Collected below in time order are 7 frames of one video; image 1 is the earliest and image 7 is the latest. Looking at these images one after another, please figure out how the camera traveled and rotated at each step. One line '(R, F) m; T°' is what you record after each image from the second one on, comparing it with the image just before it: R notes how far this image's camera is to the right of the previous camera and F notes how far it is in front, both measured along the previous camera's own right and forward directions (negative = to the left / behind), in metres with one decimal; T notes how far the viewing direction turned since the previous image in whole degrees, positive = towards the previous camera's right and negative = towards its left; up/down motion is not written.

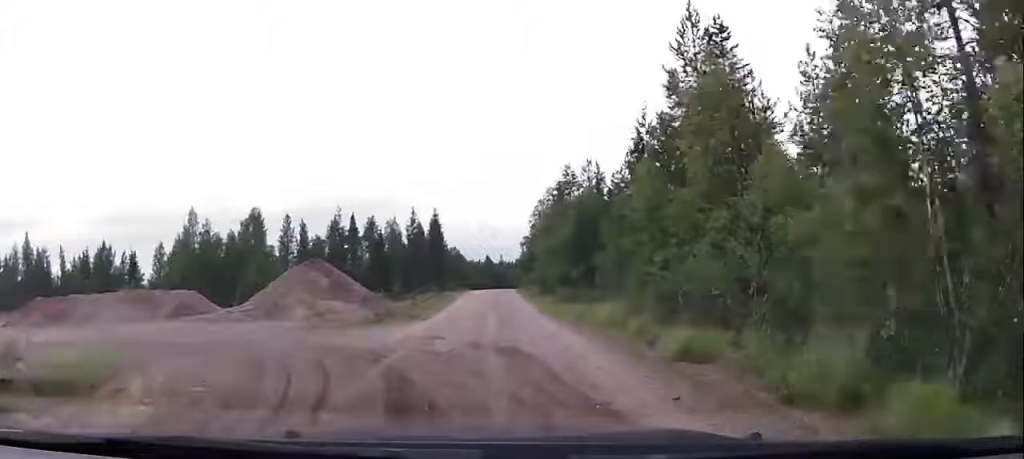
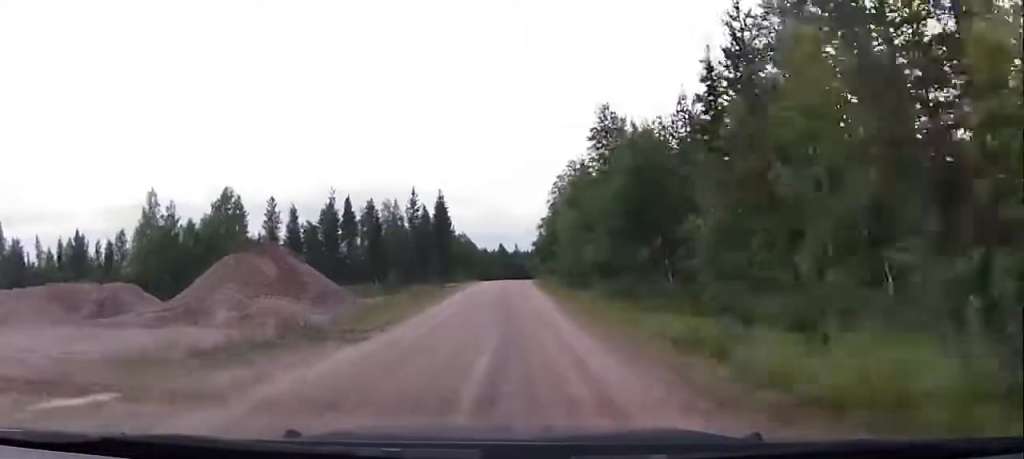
(-0.1, +13.1) m; -3°
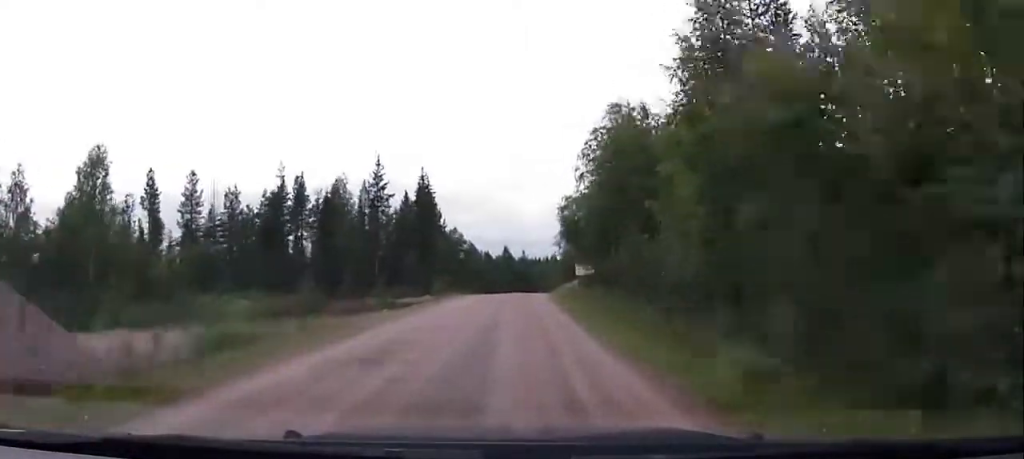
(-1.1, +29.4) m; -2°
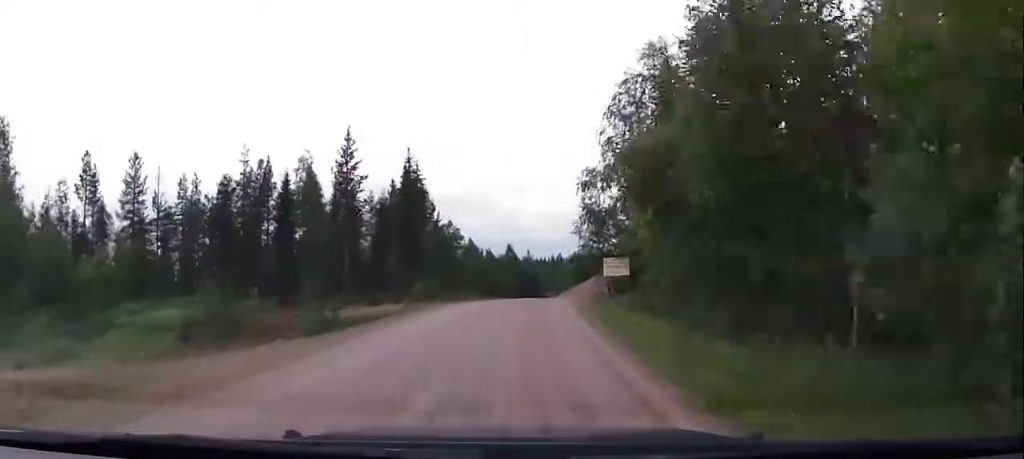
(0.0, +15.3) m; 0°
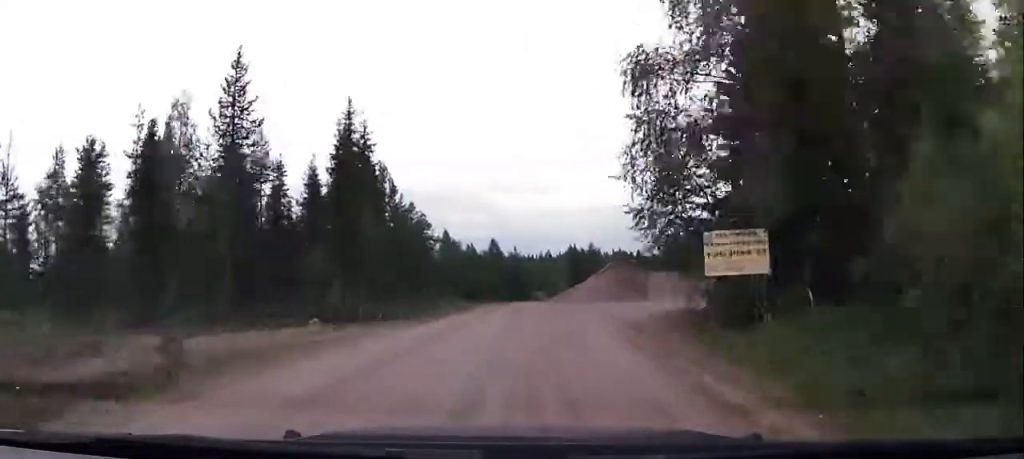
(0.0, +22.3) m; 0°
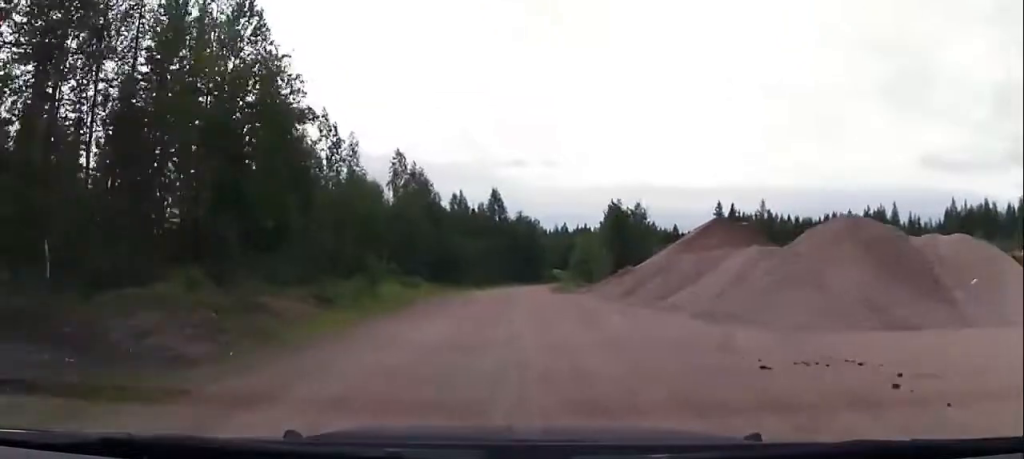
(+0.7, +38.3) m; +2°
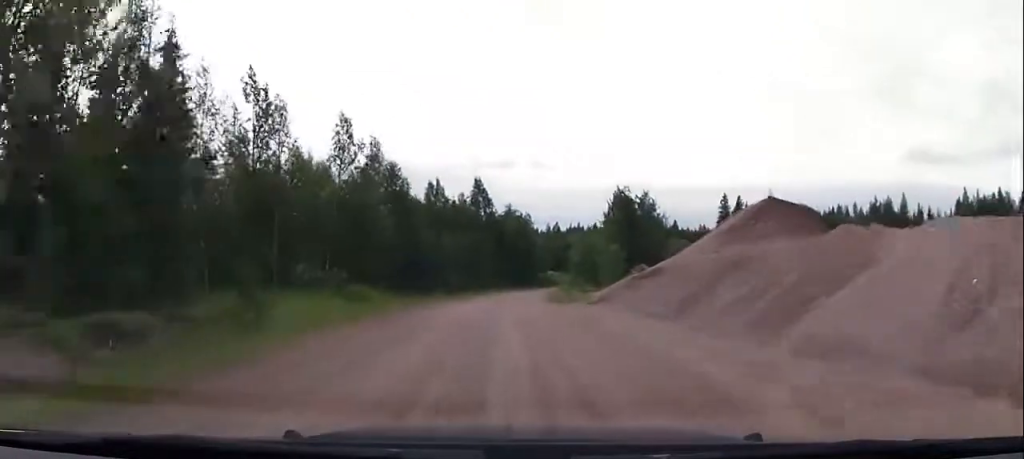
(+0.1, +12.3) m; 0°
